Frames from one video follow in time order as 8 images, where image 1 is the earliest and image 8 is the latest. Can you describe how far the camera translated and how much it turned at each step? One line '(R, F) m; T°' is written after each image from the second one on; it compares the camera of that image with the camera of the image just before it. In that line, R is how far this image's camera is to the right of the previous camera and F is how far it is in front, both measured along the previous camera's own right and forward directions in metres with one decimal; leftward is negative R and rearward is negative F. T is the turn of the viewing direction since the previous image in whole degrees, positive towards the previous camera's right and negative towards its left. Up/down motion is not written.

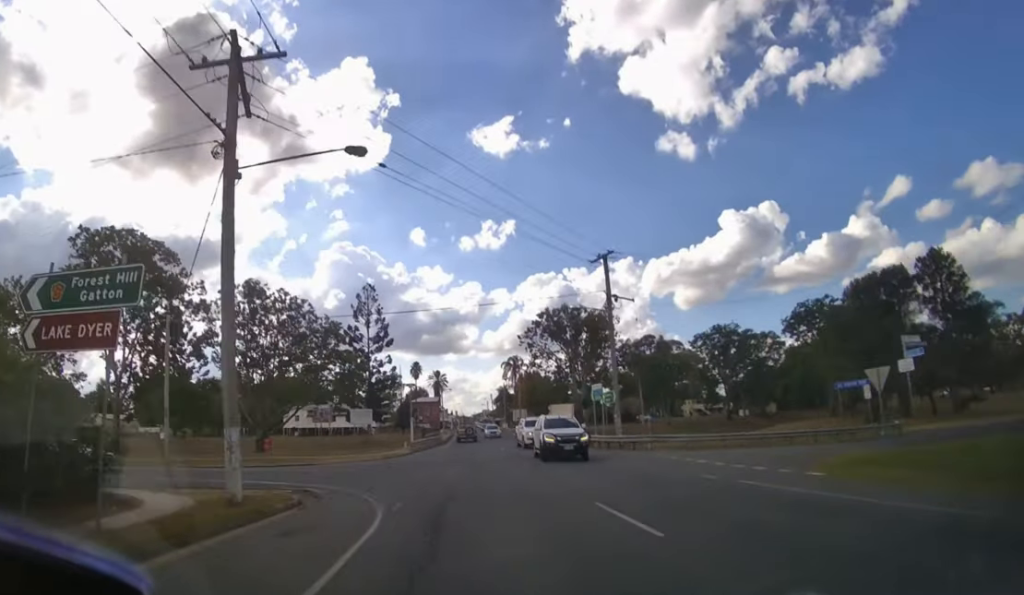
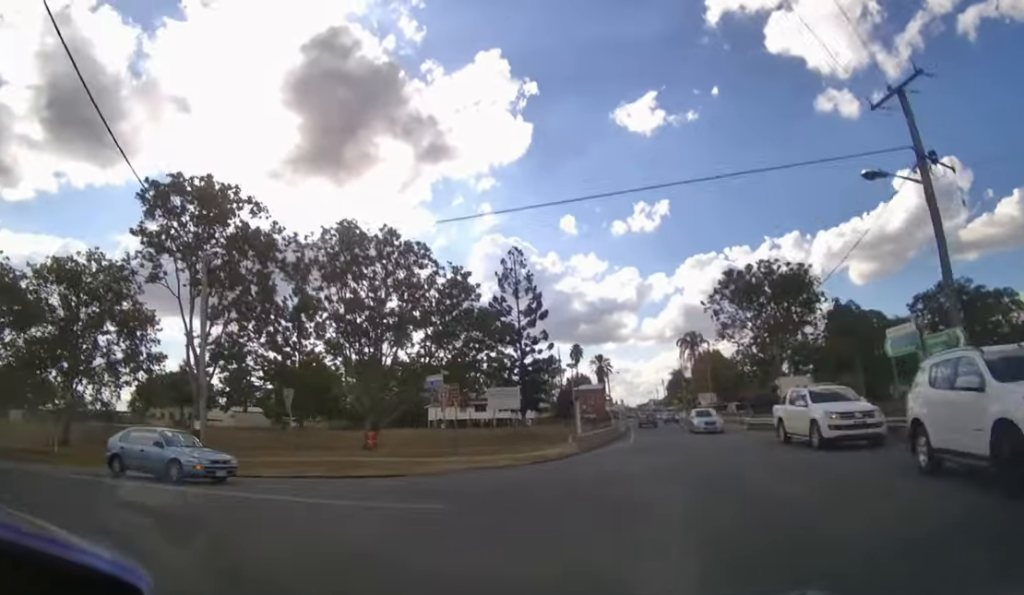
(-0.9, +13.4) m; -16°
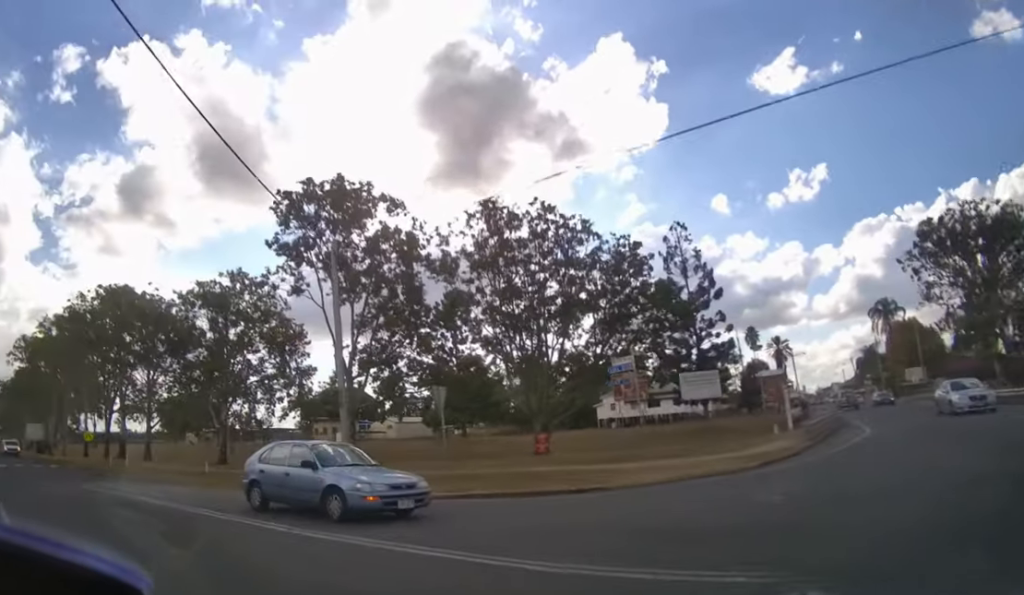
(-0.6, +4.4) m; -17°
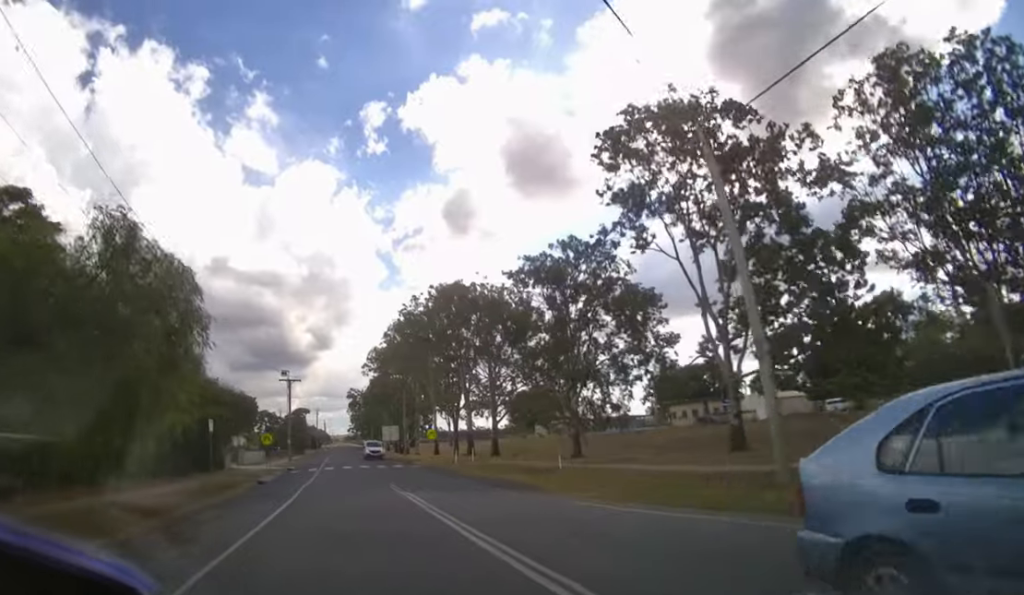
(-2.0, +6.2) m; -36°
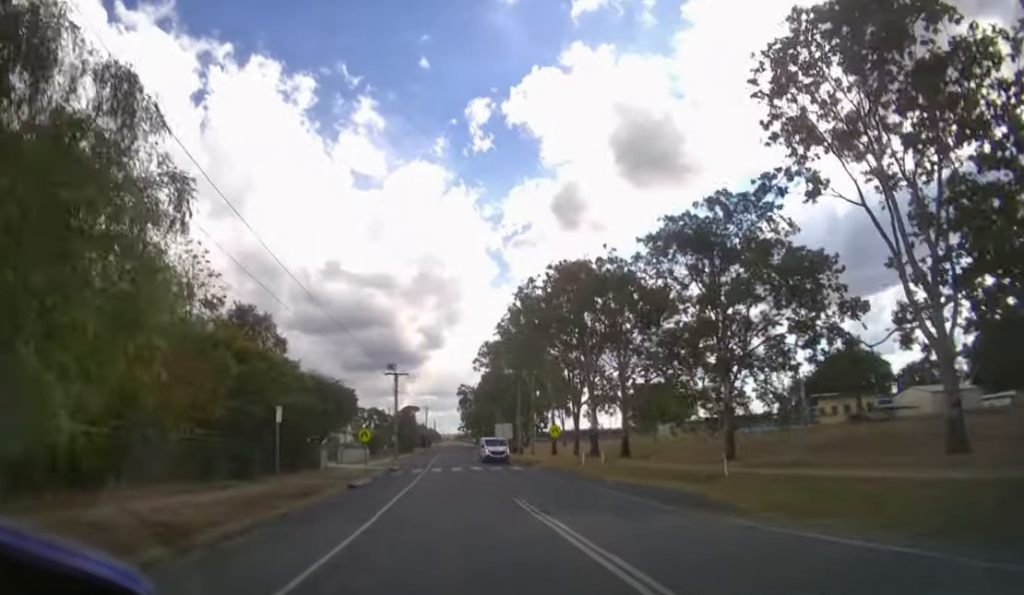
(-1.2, +5.1) m; -17°
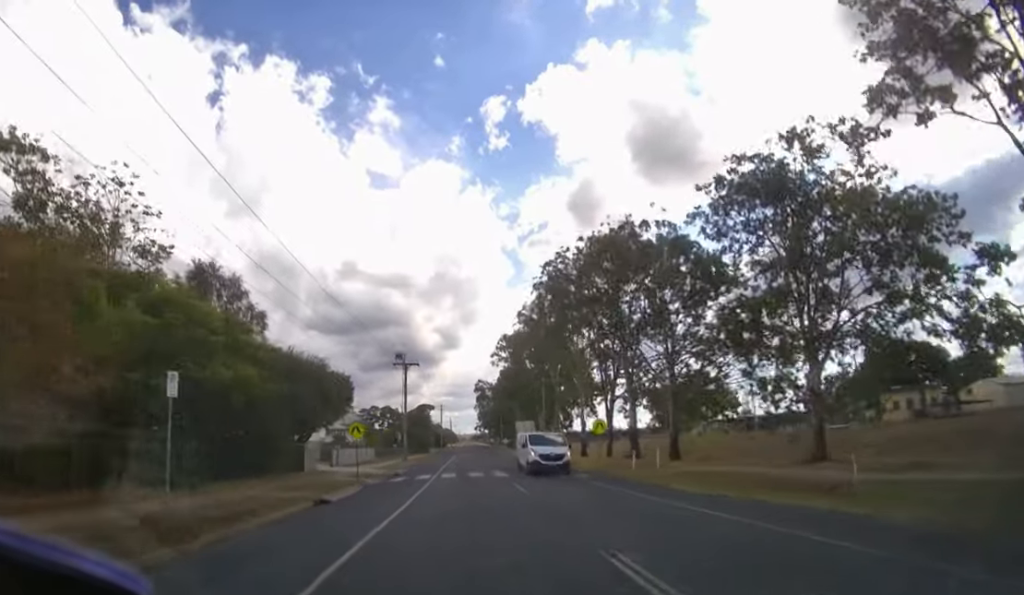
(-0.6, +7.2) m; -5°
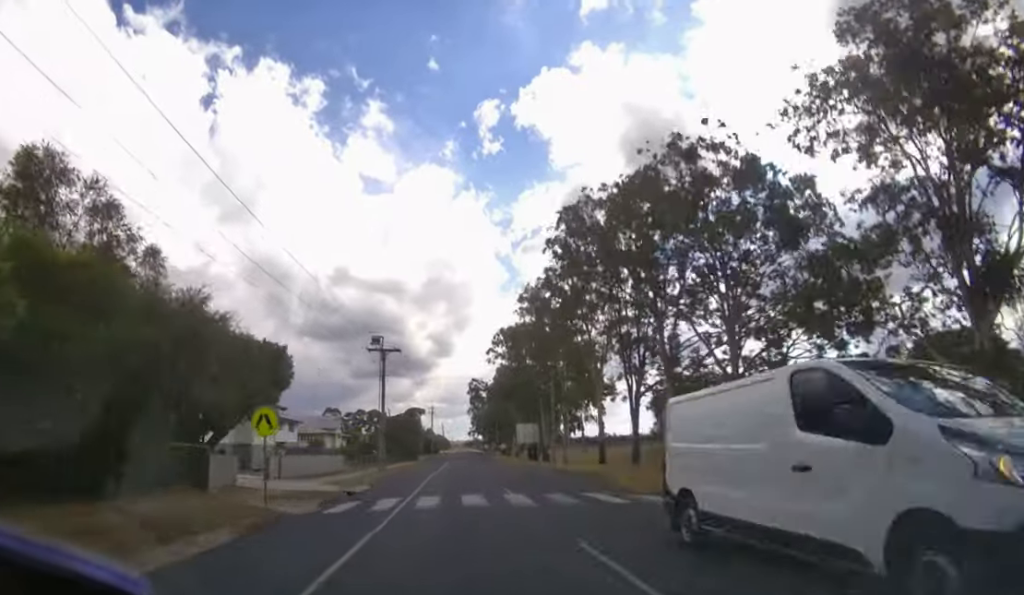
(0.0, +11.4) m; +1°
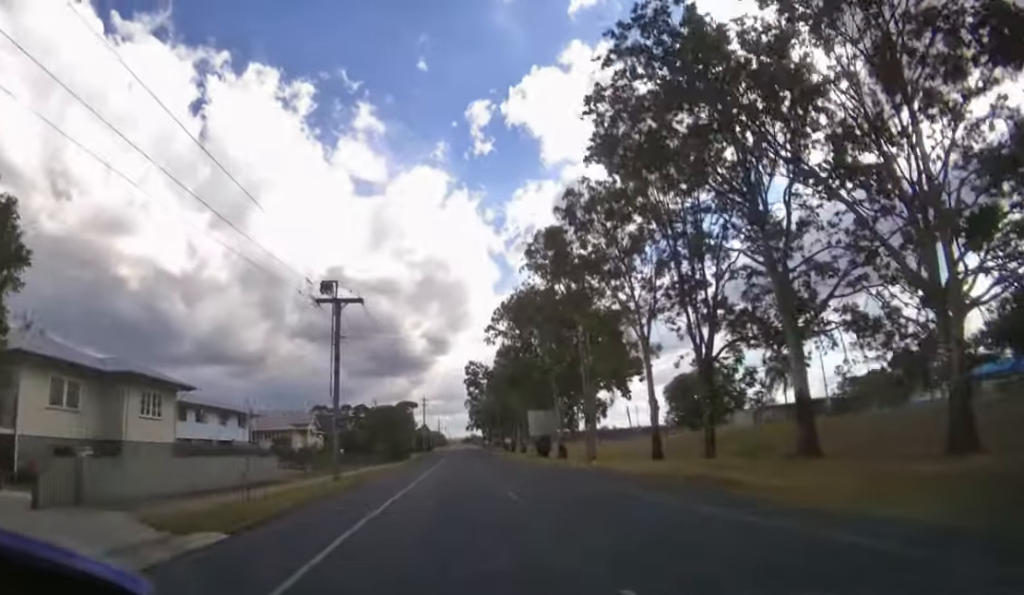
(+0.2, +14.8) m; +1°
